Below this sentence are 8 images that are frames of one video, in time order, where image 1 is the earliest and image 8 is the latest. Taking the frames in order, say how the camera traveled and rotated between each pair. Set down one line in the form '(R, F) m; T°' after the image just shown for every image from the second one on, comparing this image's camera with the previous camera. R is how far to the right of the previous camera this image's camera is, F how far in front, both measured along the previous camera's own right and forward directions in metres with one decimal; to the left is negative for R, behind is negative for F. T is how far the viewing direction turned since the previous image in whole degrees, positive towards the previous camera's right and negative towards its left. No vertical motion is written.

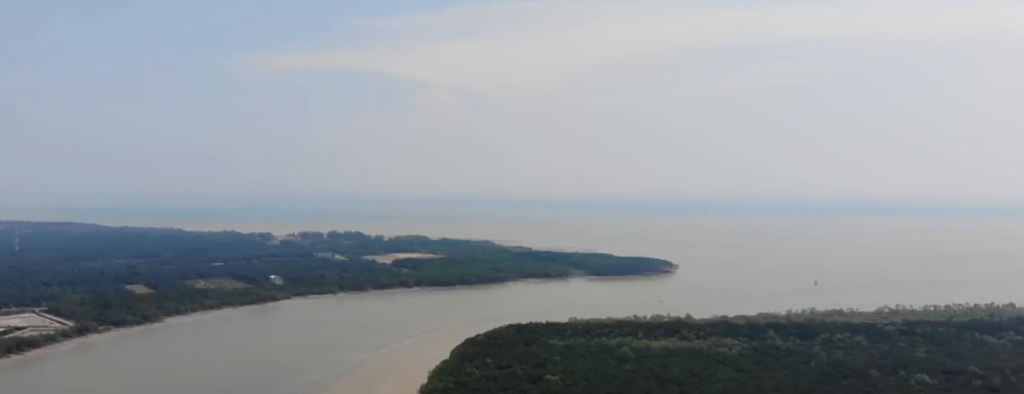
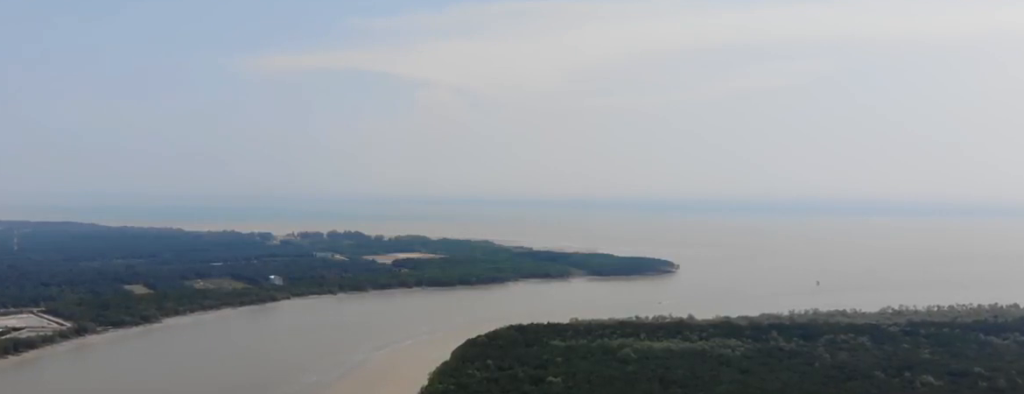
(0.0, +6.5) m; 0°
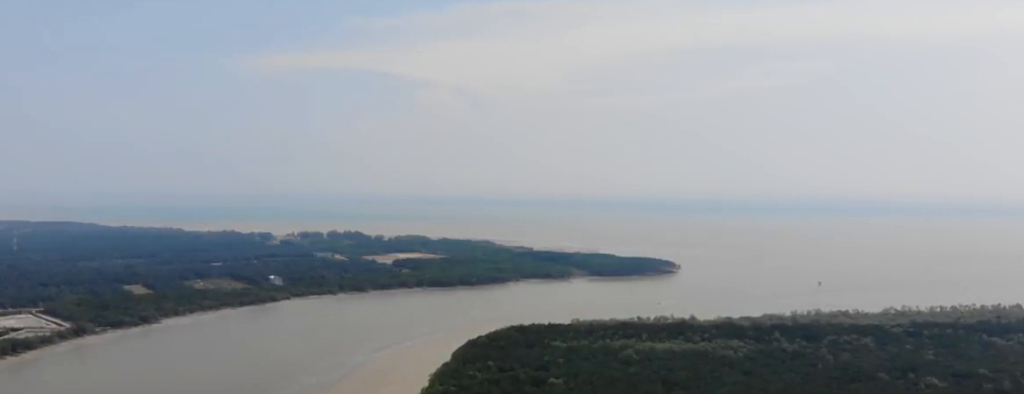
(0.0, +5.1) m; 0°
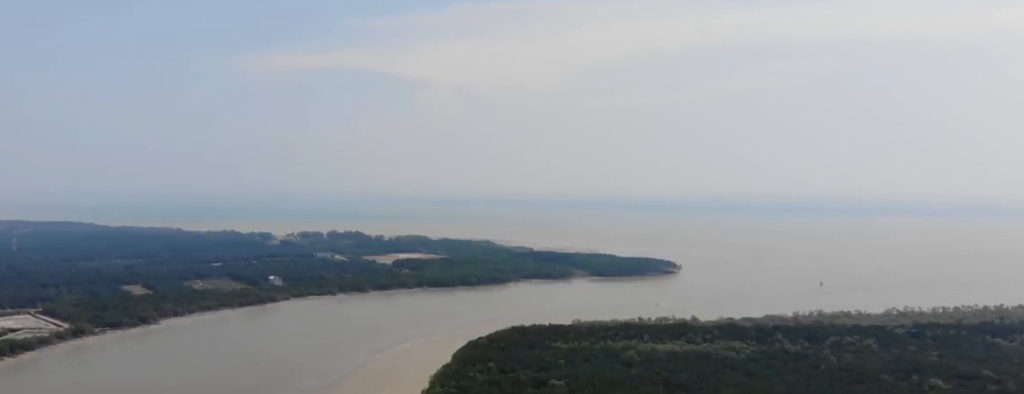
(0.0, +4.6) m; 0°
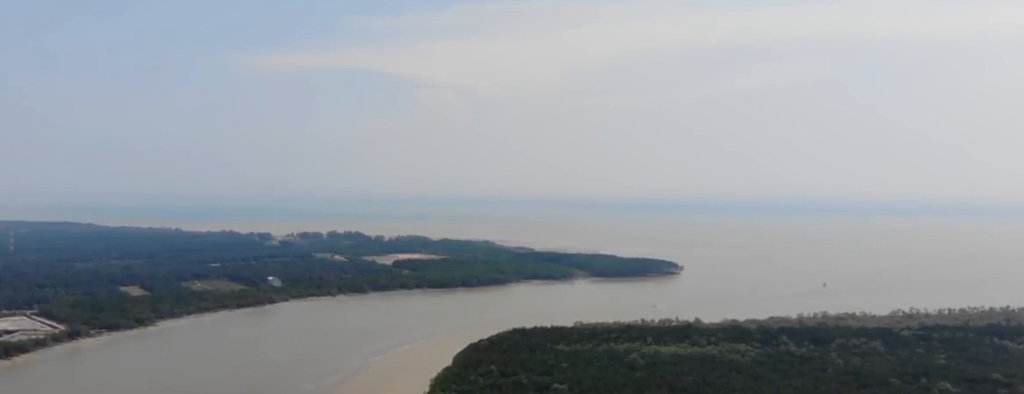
(0.0, +11.6) m; 0°
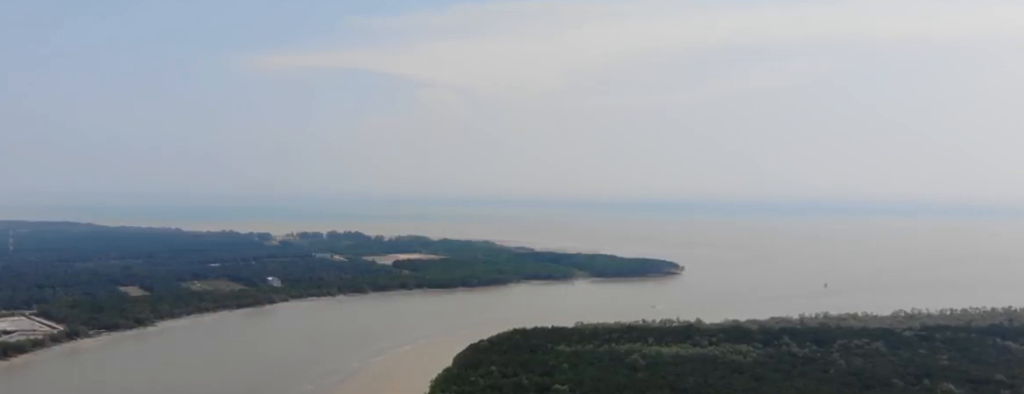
(0.0, +3.7) m; 0°
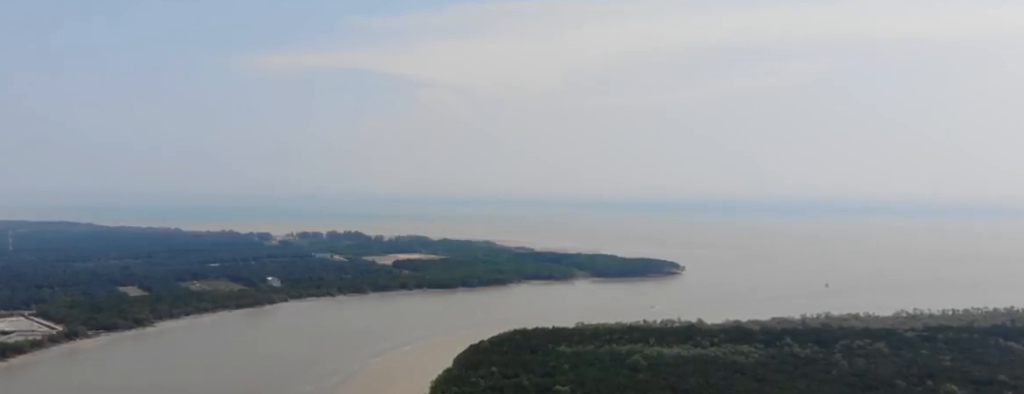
(0.0, +3.7) m; 0°
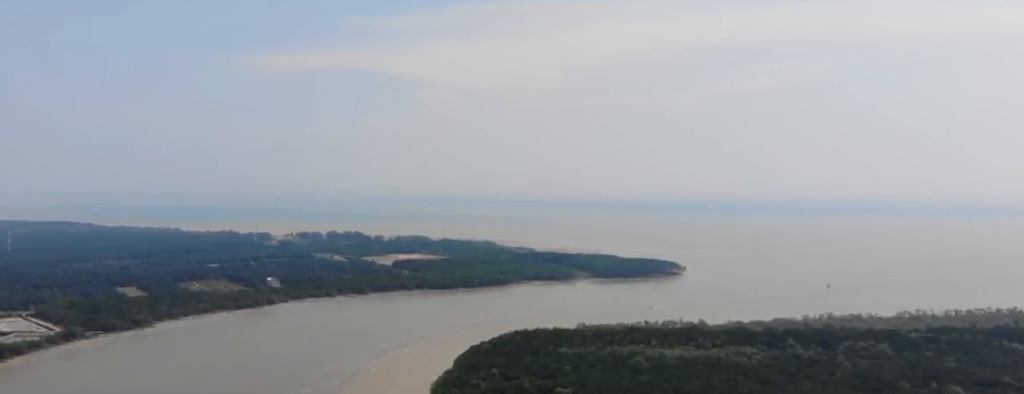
(0.0, +5.5) m; -1°
